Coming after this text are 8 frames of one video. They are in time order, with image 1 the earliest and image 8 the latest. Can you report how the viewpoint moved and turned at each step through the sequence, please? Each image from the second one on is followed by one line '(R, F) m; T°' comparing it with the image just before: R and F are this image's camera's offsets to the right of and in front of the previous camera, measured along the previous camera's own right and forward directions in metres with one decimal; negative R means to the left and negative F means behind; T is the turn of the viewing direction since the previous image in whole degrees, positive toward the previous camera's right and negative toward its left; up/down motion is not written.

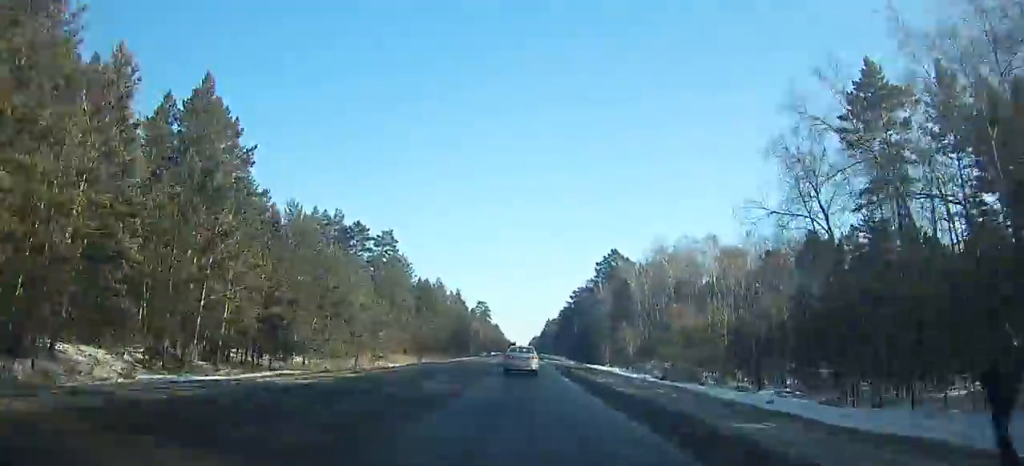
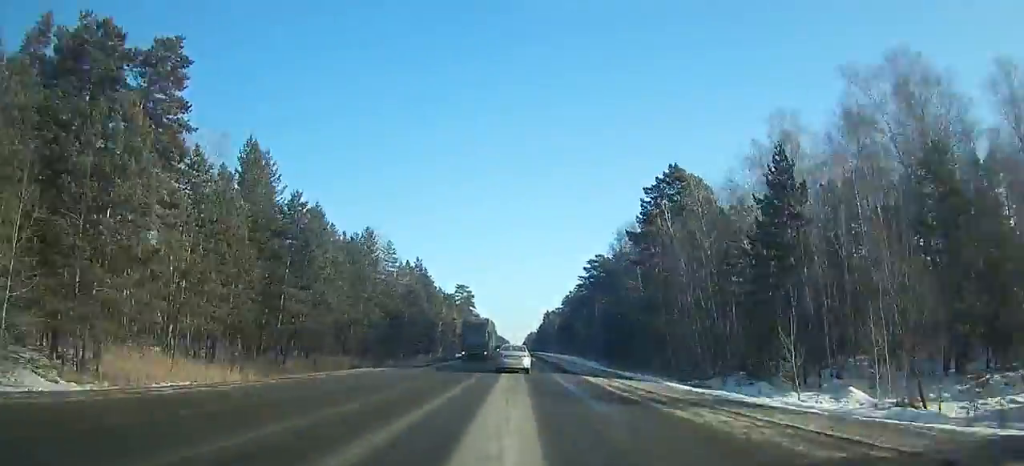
(+0.1, +66.1) m; 0°
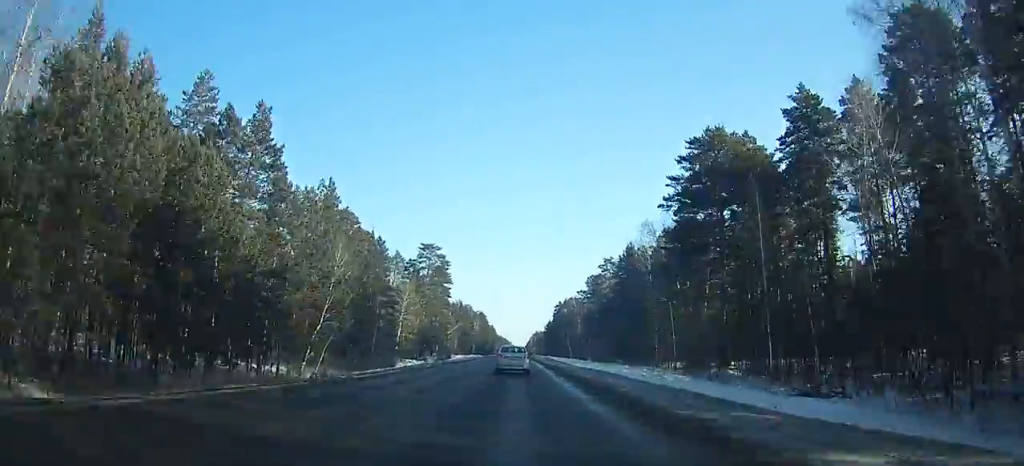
(-0.8, +83.8) m; -1°
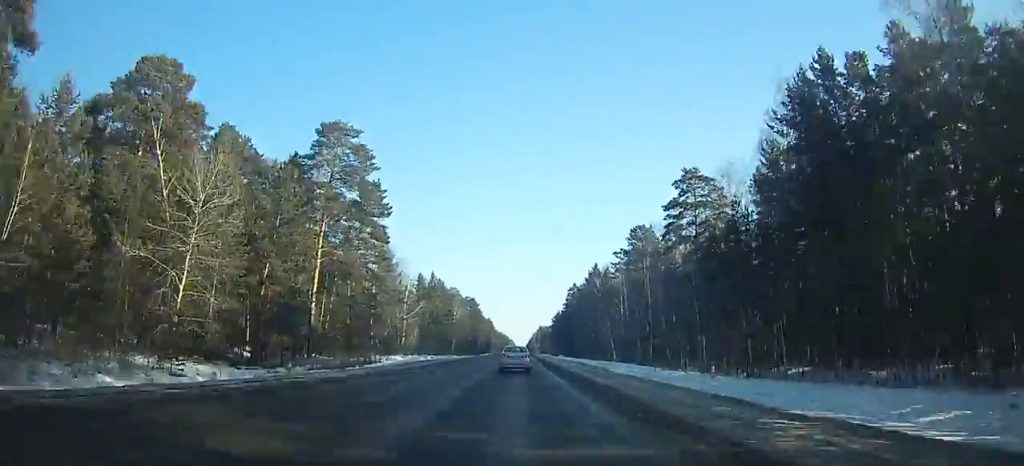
(0.0, +68.7) m; 0°
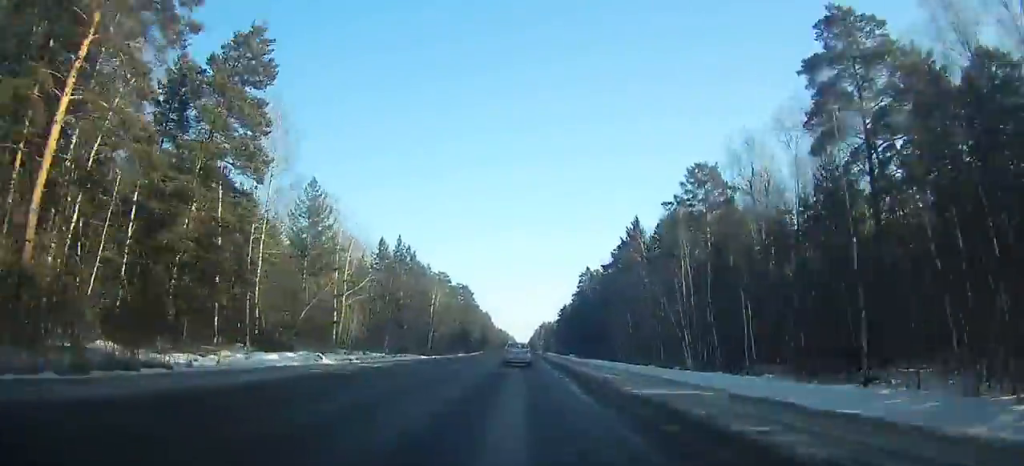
(0.0, +37.7) m; 0°
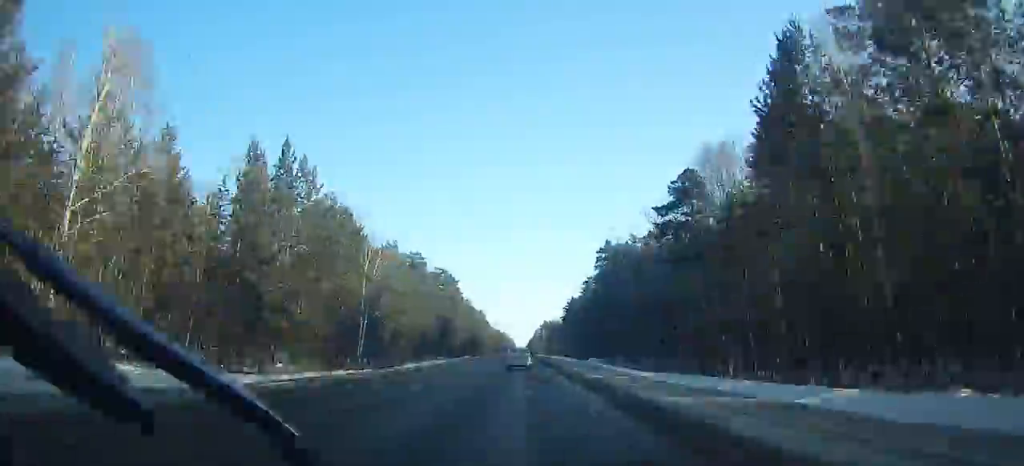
(0.0, +46.2) m; 0°
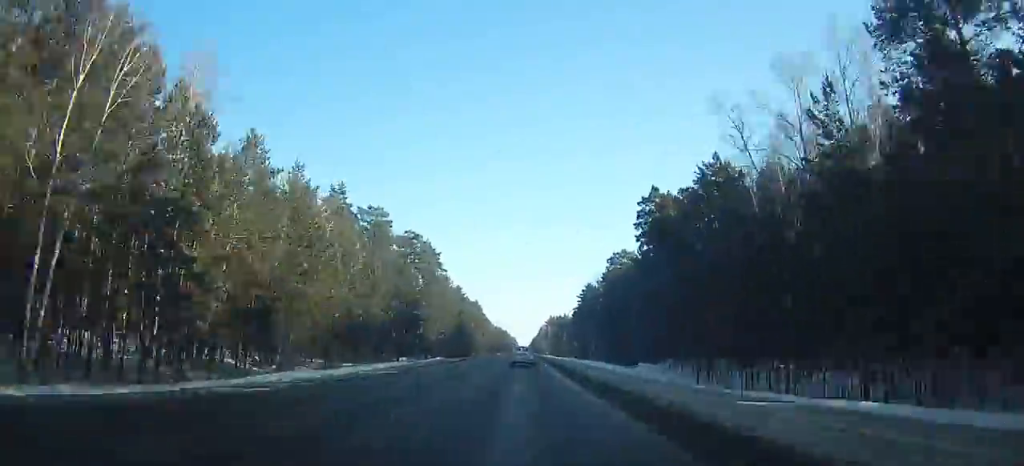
(-0.1, +44.5) m; 0°
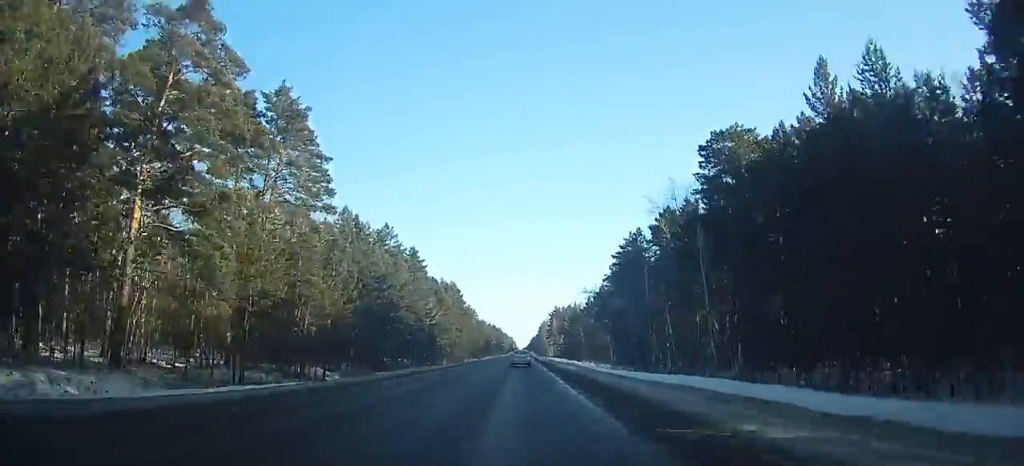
(0.0, +75.5) m; 0°
